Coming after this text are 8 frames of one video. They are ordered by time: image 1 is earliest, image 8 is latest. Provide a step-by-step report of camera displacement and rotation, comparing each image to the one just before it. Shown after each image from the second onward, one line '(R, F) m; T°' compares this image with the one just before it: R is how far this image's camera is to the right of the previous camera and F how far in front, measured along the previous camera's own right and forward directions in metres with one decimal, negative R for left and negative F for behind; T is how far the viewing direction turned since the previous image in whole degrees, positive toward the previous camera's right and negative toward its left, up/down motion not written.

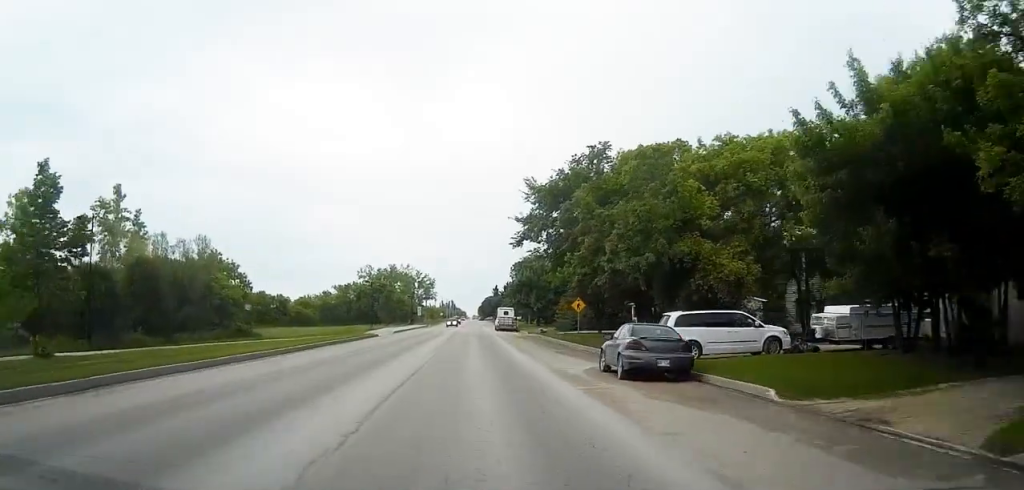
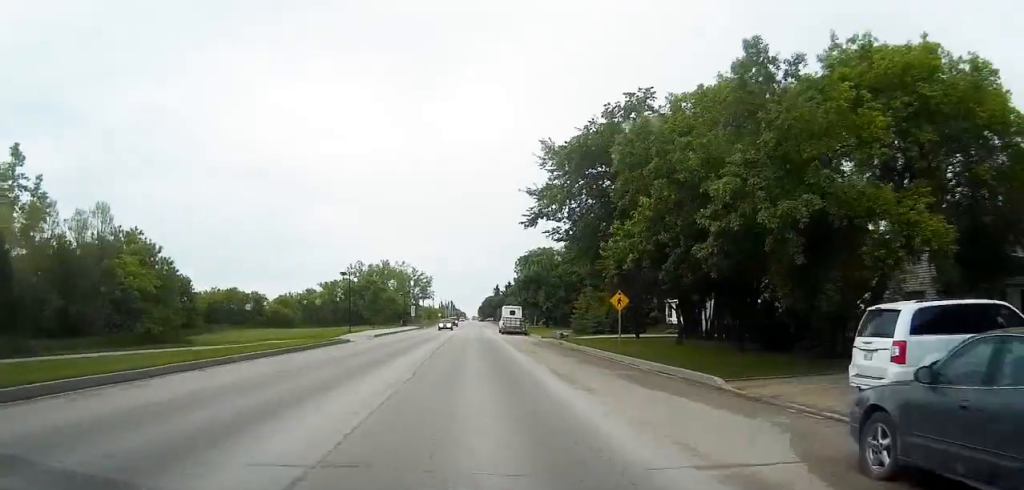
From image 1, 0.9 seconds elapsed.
(0.0, +14.8) m; 0°
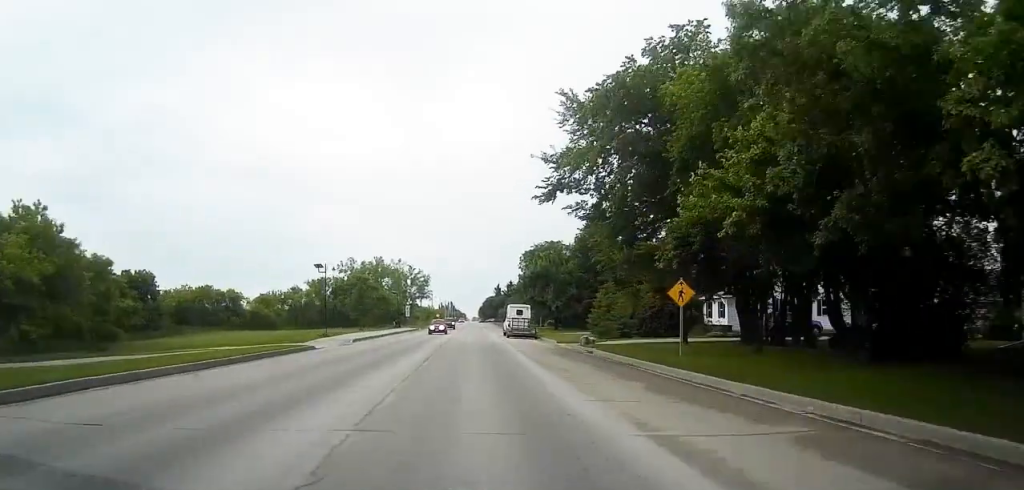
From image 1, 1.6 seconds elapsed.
(0.0, +11.4) m; 0°
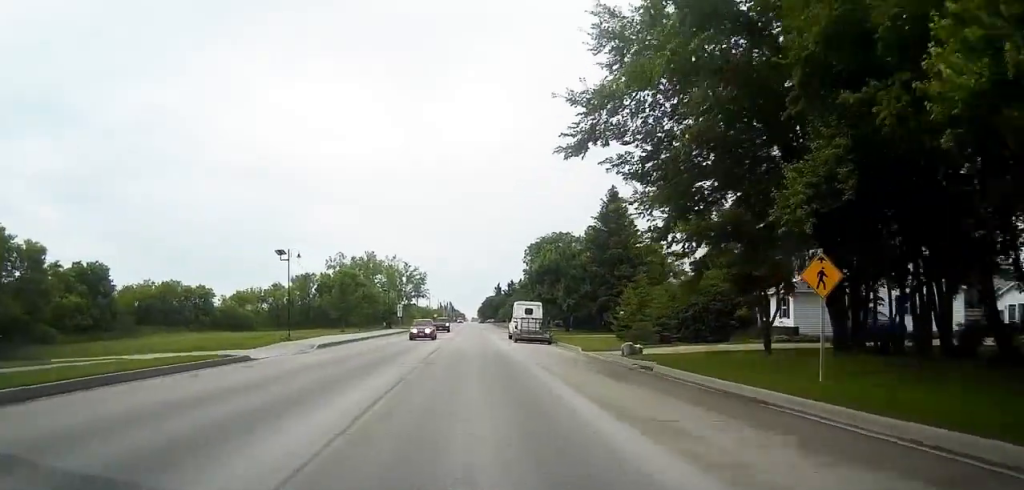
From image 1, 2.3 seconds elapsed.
(0.0, +11.4) m; 0°
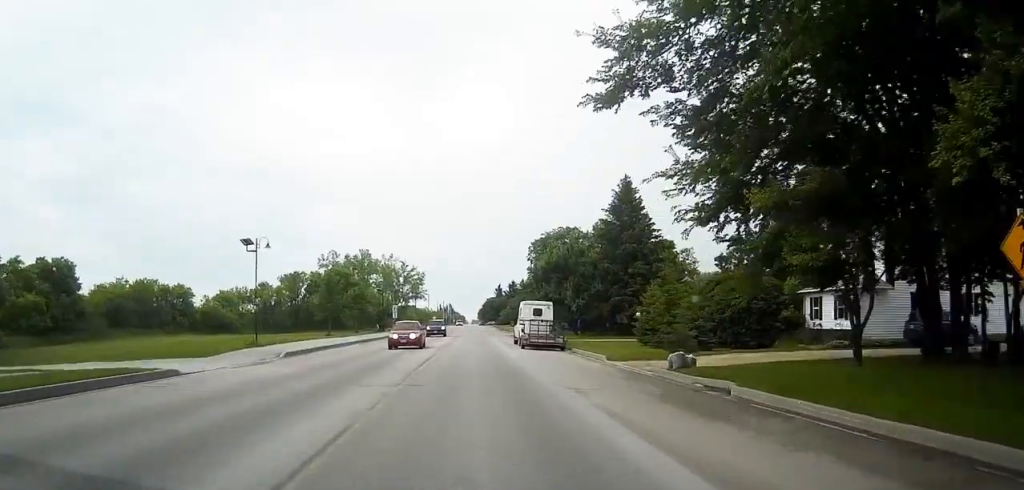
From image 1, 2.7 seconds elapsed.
(0.0, +7.0) m; 0°
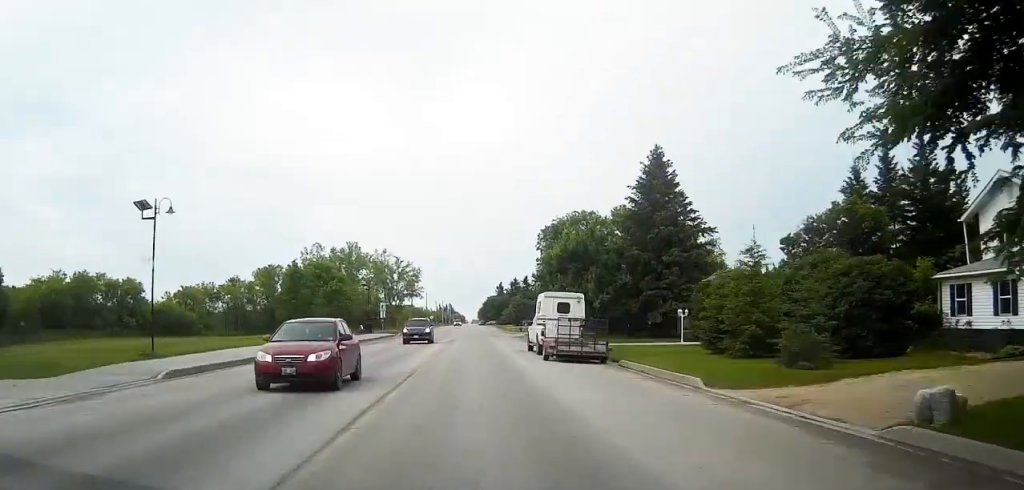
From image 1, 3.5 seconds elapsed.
(-0.1, +13.0) m; +1°
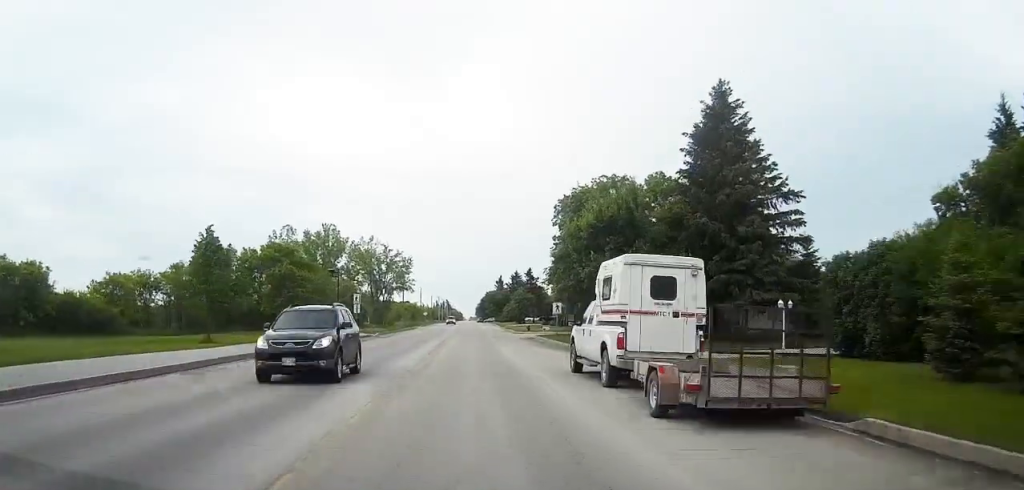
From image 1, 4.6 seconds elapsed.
(+0.4, +17.4) m; +2°
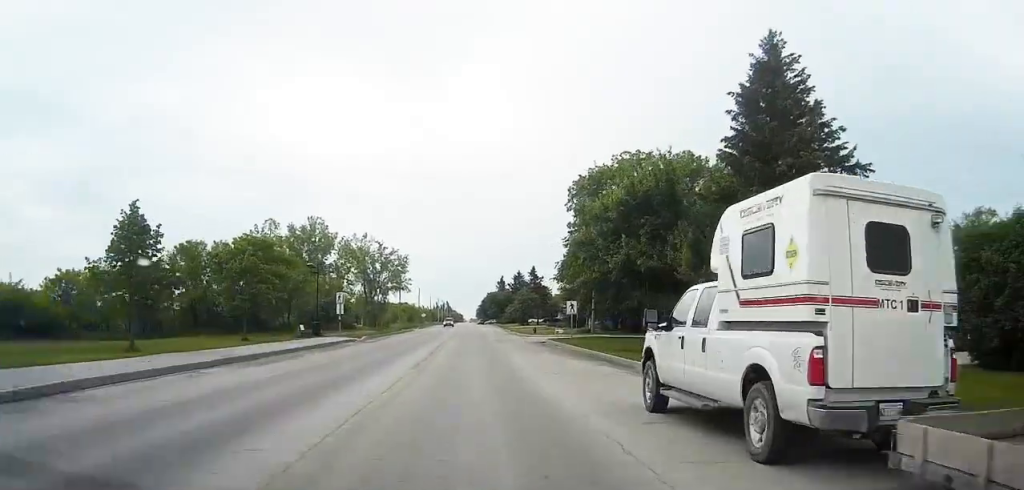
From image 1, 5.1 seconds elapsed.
(+0.1, +8.8) m; 0°
